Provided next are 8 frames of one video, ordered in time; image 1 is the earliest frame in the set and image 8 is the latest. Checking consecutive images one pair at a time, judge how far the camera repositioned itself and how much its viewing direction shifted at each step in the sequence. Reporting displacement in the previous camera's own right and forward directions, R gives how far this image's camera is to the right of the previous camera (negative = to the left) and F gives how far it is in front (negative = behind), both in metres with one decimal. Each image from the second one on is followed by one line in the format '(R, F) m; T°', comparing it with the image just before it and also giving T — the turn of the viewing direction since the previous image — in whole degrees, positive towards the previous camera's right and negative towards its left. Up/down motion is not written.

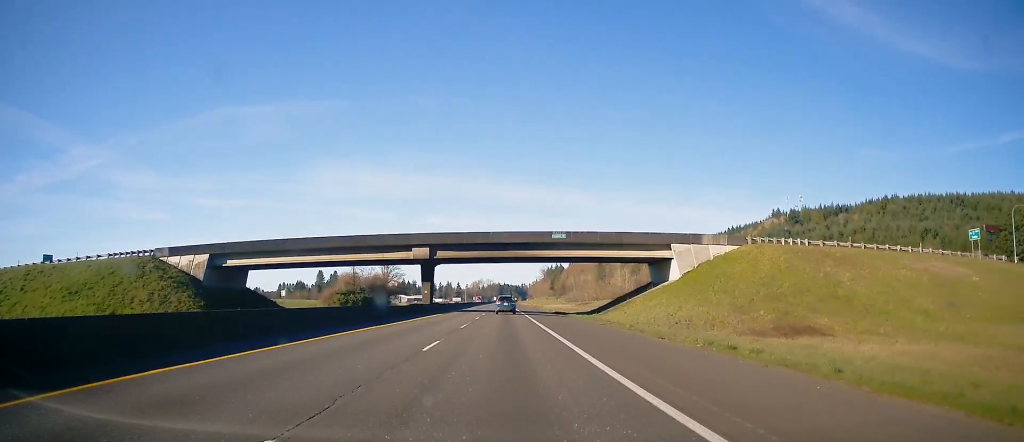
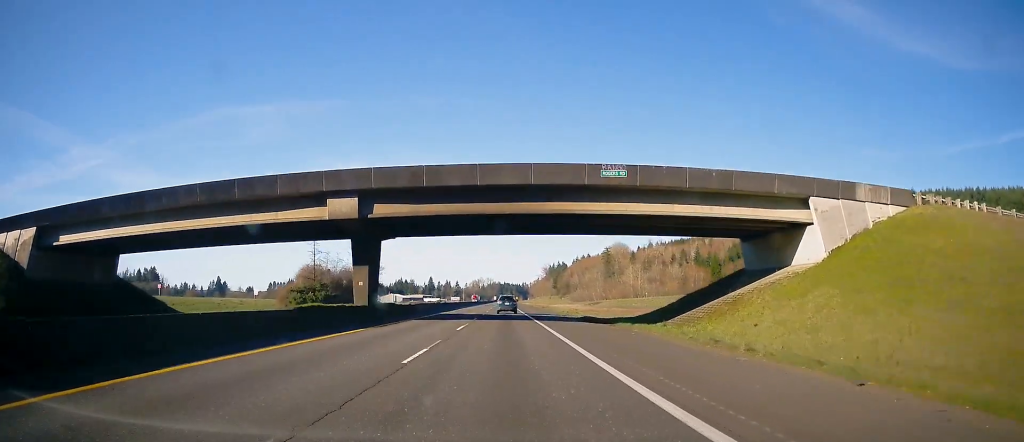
(+0.2, +27.3) m; 0°
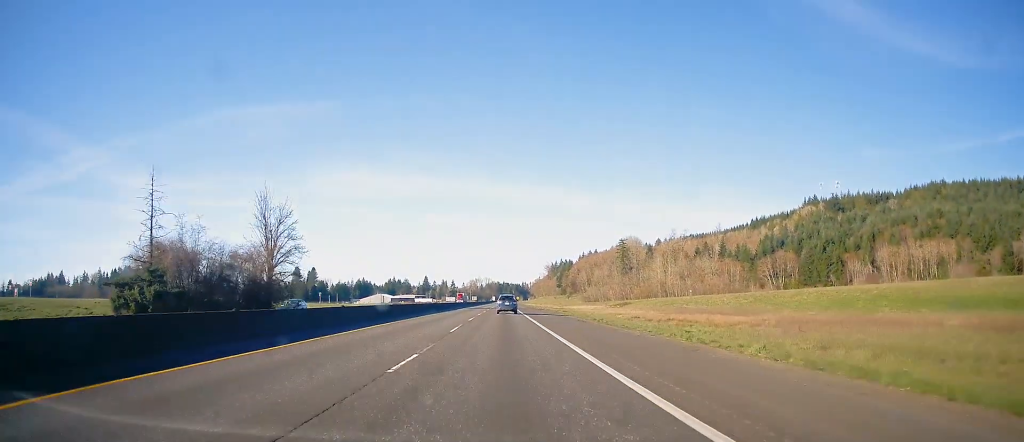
(-0.4, +49.7) m; 0°
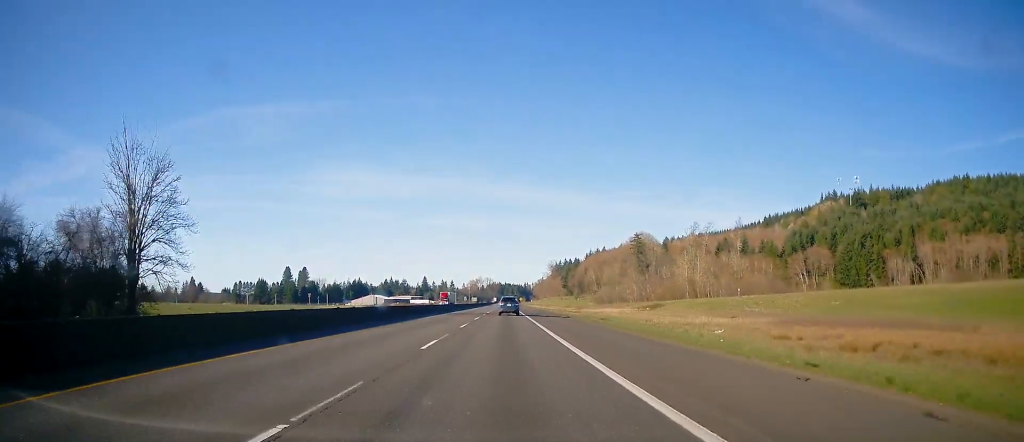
(+0.1, +31.7) m; 0°
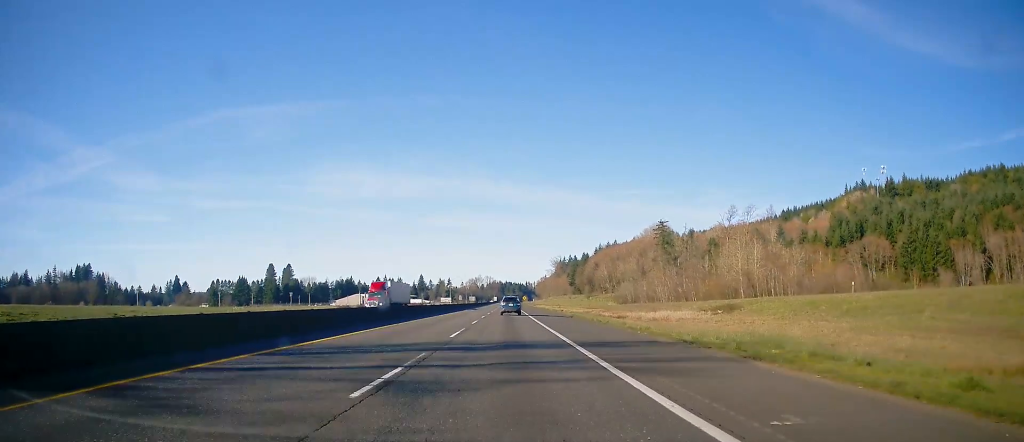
(+0.3, +43.8) m; +1°
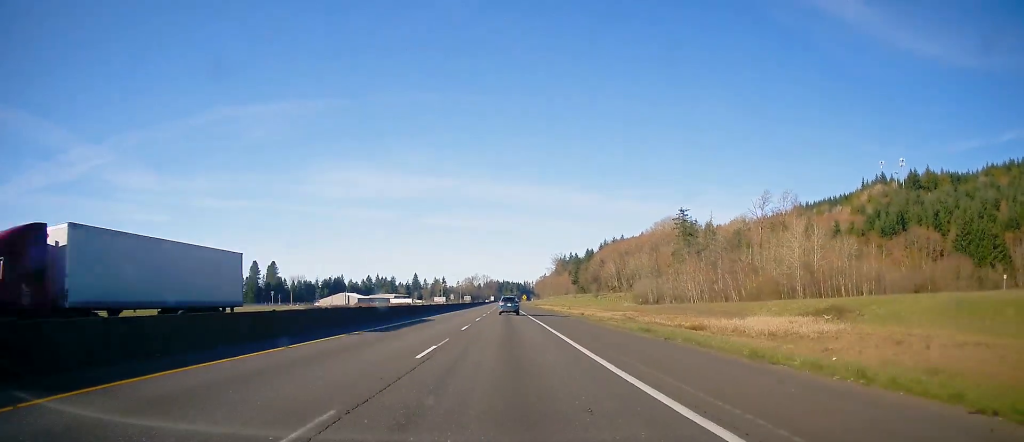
(+0.1, +31.6) m; 0°
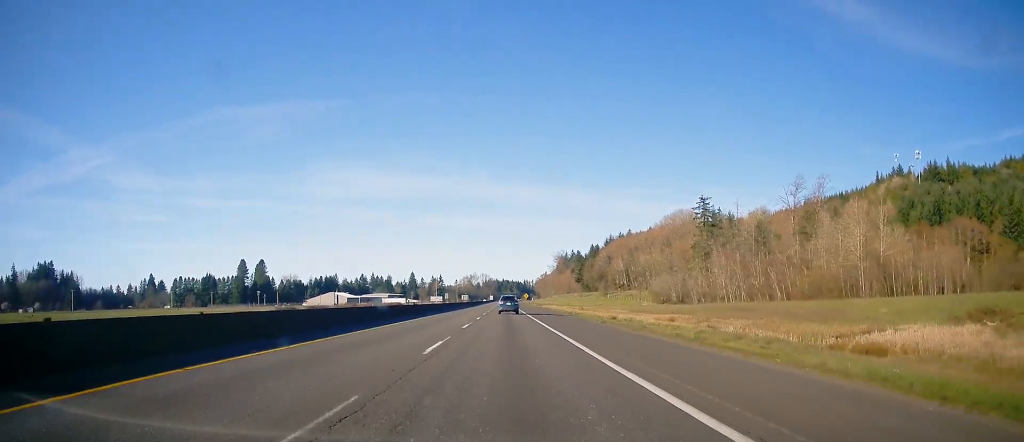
(-0.2, +23.5) m; -1°
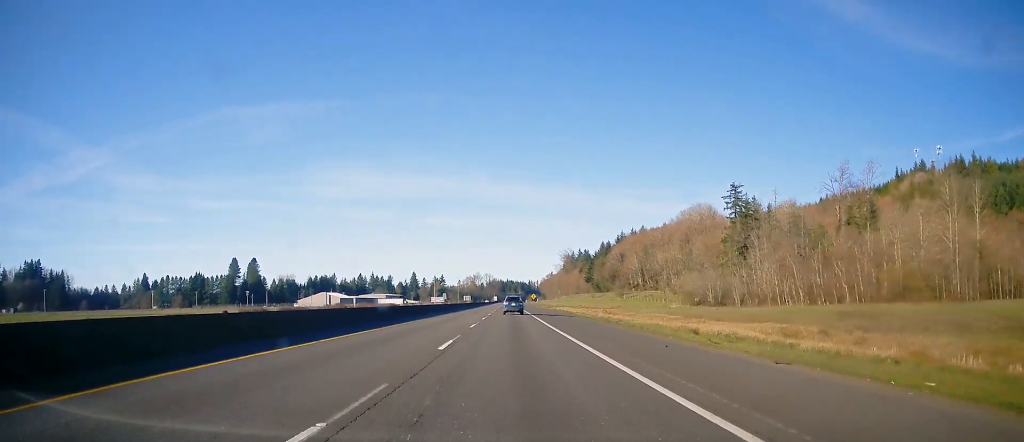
(0.0, +23.4) m; -1°
